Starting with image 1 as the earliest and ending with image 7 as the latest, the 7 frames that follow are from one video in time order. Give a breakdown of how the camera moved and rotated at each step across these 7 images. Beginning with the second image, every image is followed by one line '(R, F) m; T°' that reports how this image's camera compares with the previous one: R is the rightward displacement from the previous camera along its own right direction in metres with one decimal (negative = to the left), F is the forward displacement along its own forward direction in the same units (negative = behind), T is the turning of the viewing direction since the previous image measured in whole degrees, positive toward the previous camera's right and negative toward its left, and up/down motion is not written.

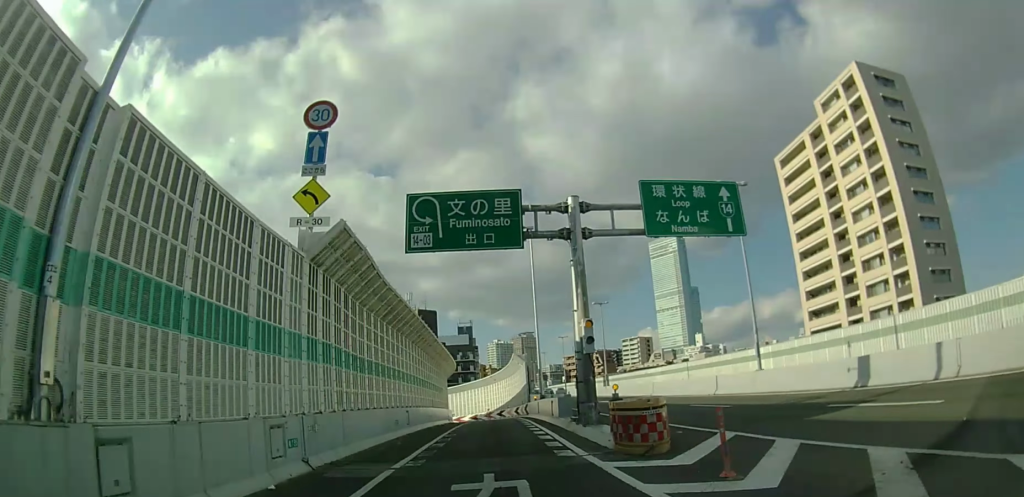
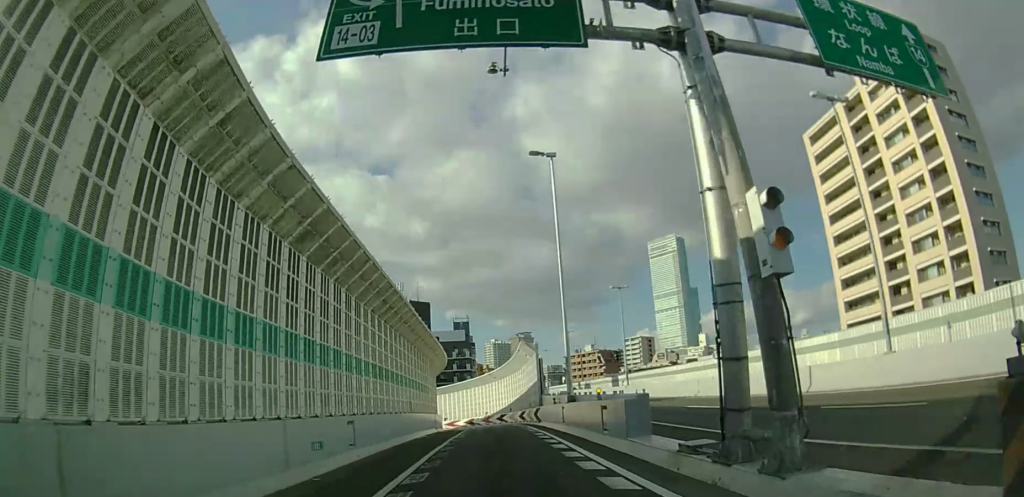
(0.0, +9.6) m; 0°
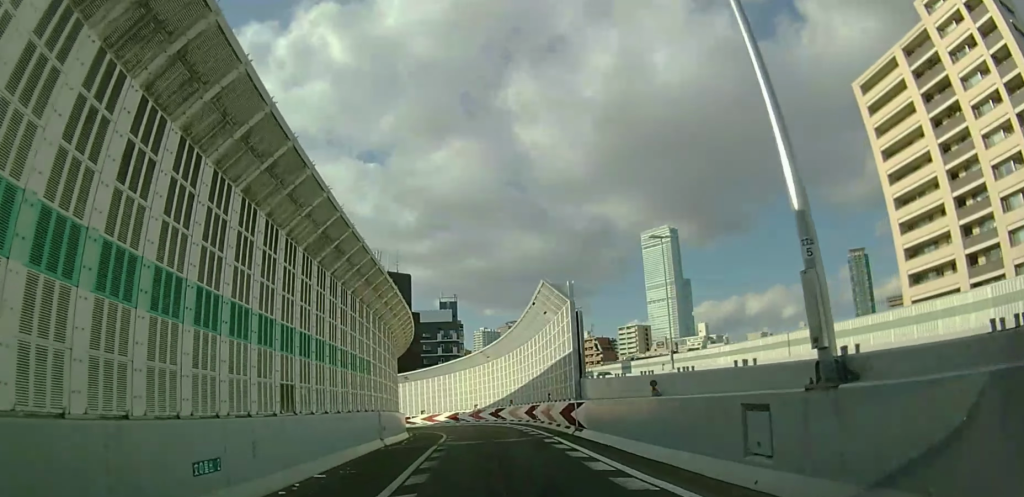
(0.0, +14.7) m; 0°
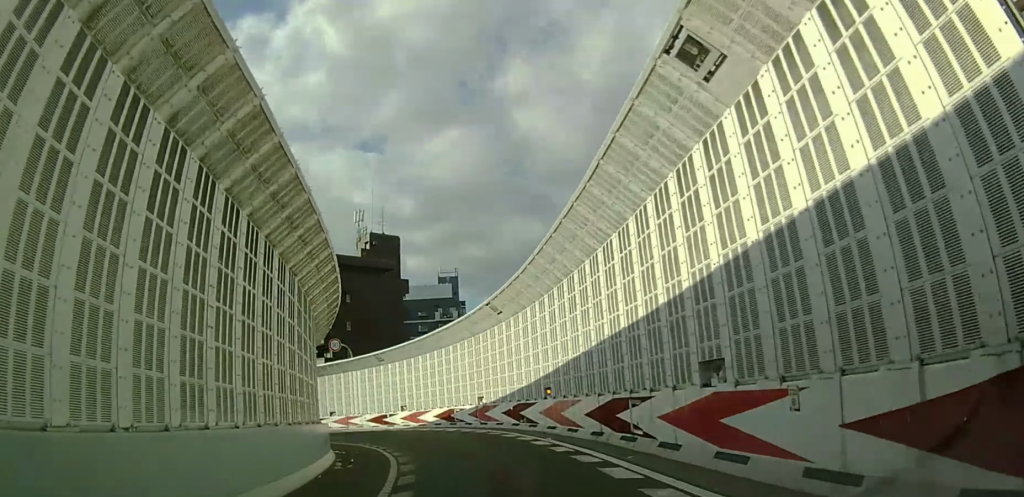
(0.0, +15.6) m; 0°
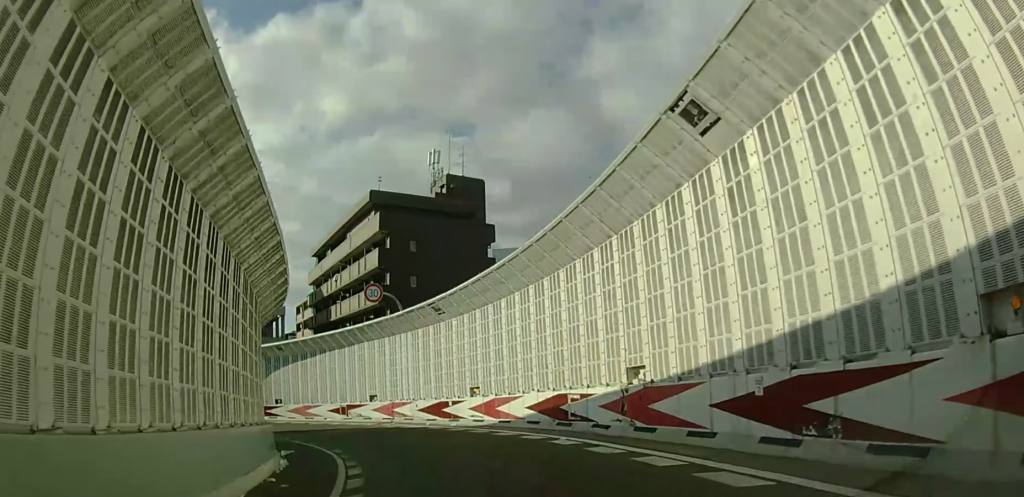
(-0.2, +14.2) m; -9°
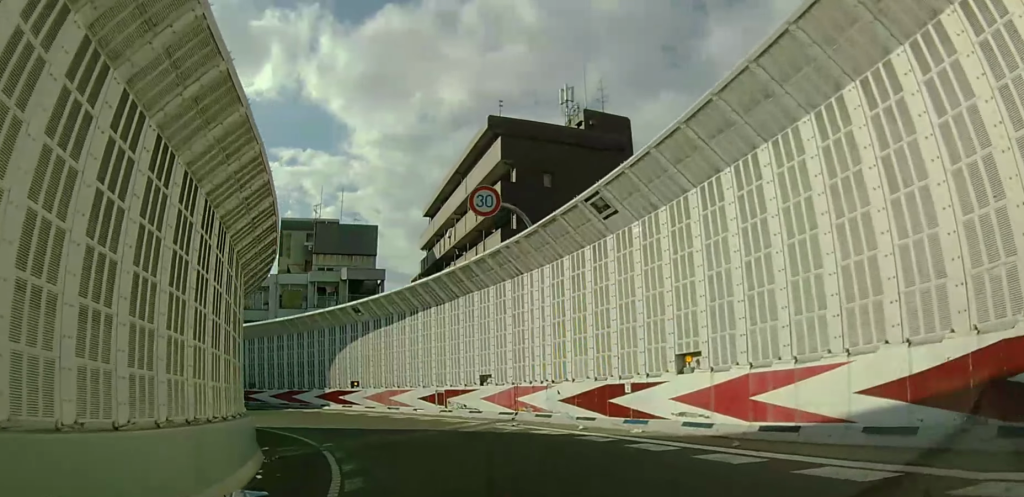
(-1.7, +10.8) m; -19°
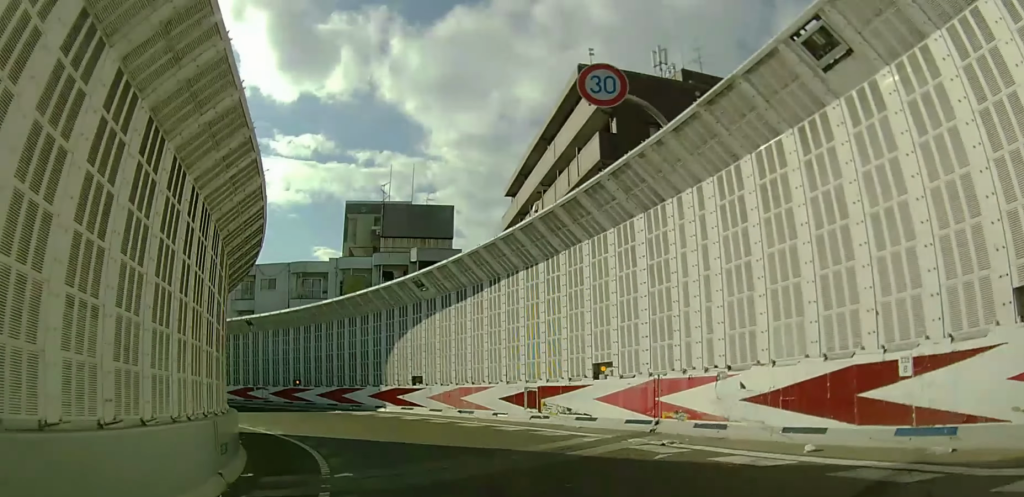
(-0.7, +6.3) m; -9°
